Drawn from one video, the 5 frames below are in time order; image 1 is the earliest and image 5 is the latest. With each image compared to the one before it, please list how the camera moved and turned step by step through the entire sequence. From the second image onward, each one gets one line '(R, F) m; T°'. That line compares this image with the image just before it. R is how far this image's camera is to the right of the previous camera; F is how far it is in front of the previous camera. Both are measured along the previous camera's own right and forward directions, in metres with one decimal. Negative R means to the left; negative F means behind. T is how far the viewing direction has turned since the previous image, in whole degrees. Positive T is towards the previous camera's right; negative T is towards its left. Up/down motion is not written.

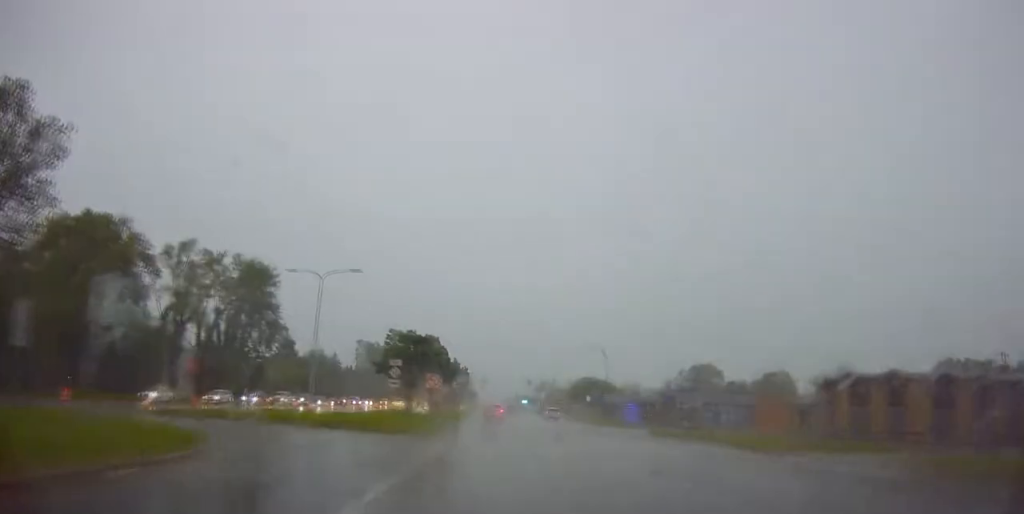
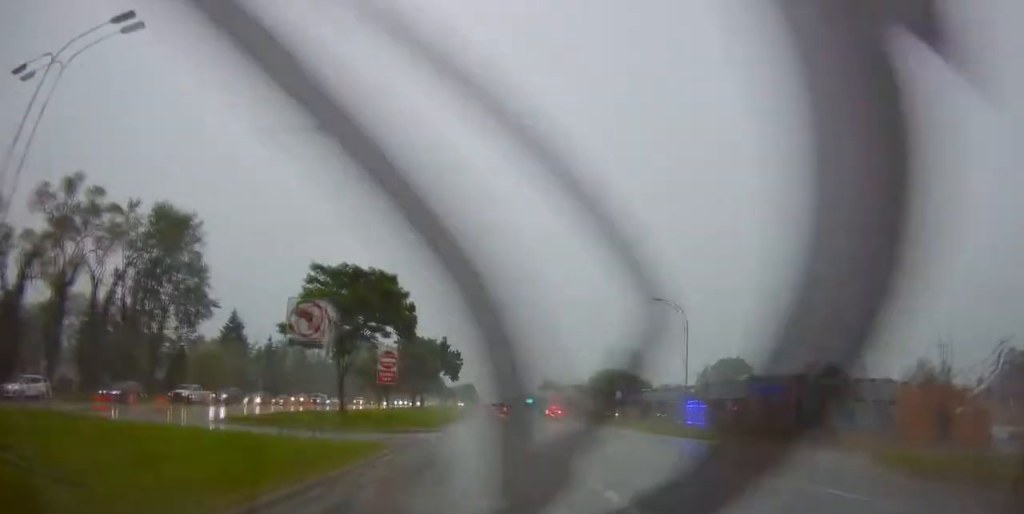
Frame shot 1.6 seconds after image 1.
(+0.2, +30.7) m; 0°
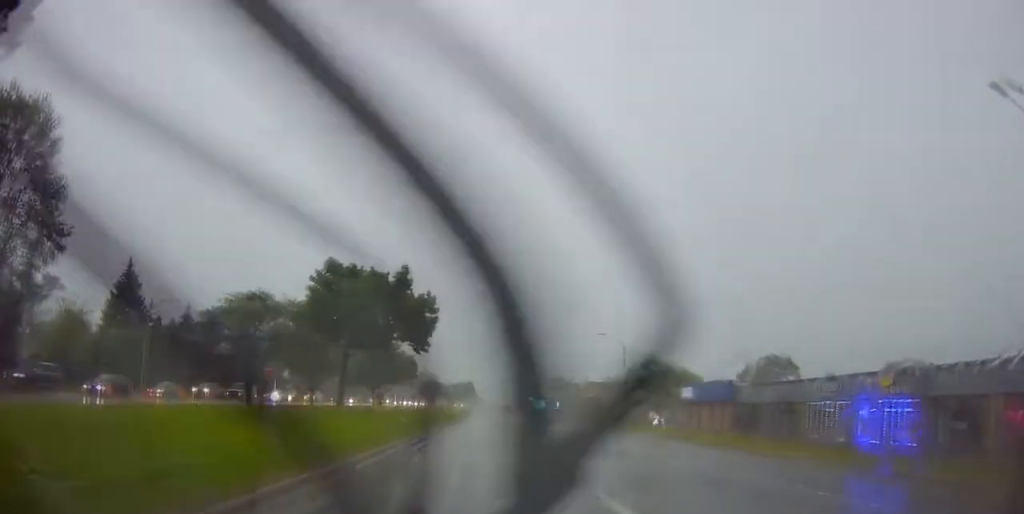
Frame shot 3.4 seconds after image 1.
(-0.1, +34.3) m; 0°
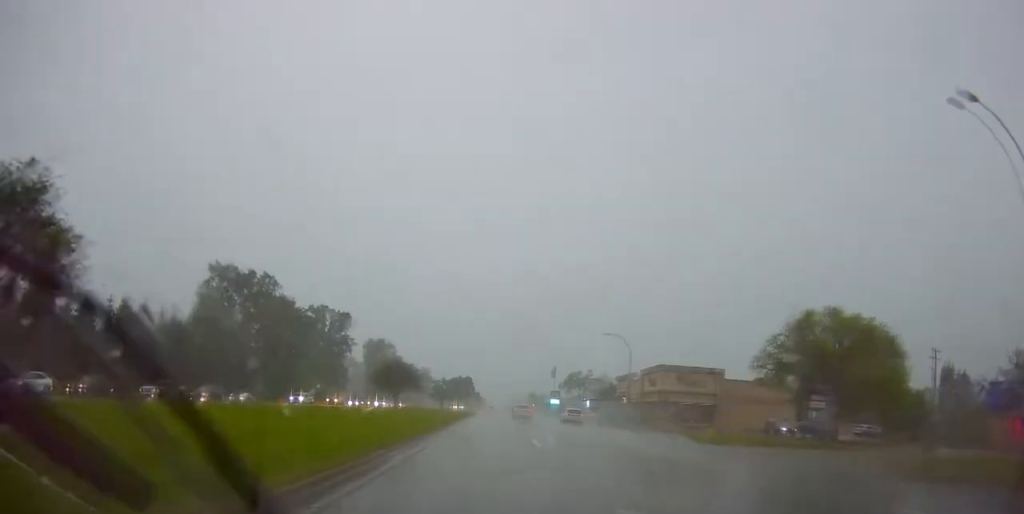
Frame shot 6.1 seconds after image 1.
(+0.6, +50.6) m; 0°
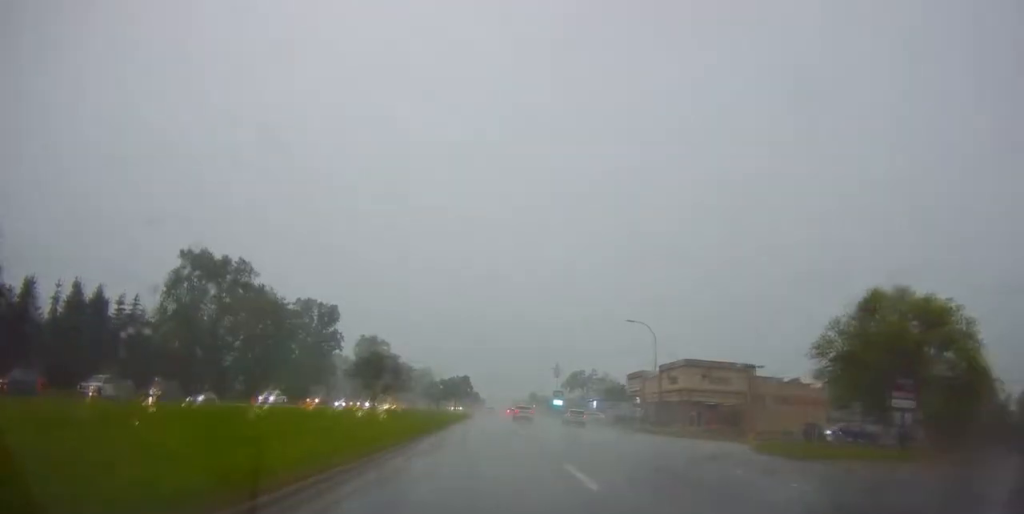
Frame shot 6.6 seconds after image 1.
(-0.2, +9.2) m; -1°
